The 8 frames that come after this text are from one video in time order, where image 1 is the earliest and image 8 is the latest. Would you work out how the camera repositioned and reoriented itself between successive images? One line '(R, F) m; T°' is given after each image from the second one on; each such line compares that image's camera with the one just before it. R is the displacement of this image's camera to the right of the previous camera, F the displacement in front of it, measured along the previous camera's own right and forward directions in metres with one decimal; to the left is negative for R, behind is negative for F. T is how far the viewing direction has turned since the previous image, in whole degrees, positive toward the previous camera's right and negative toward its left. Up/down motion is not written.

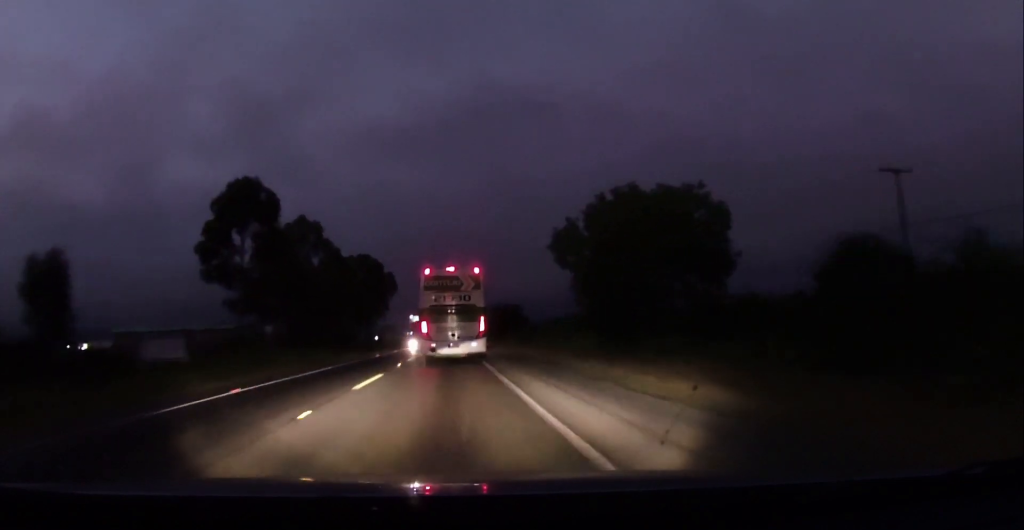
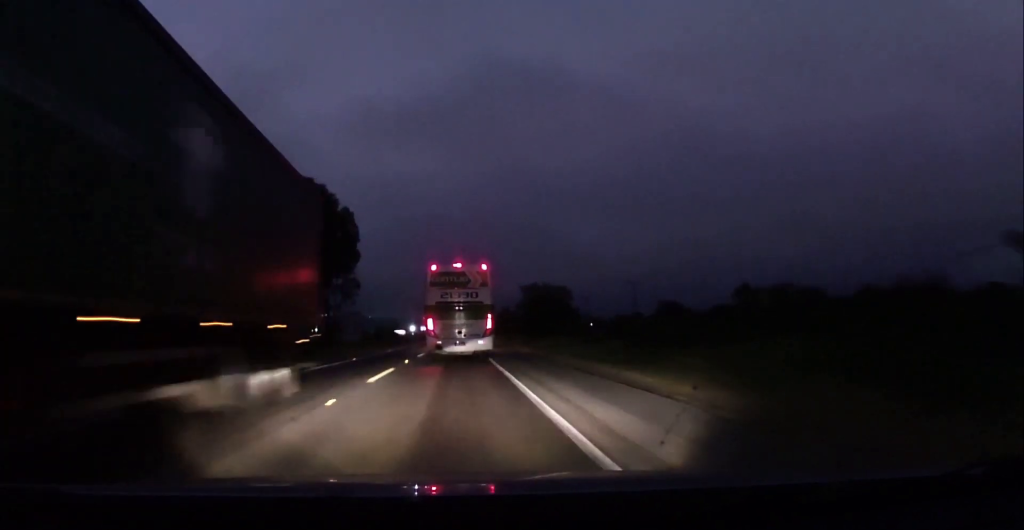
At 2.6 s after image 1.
(-0.6, +49.3) m; -1°
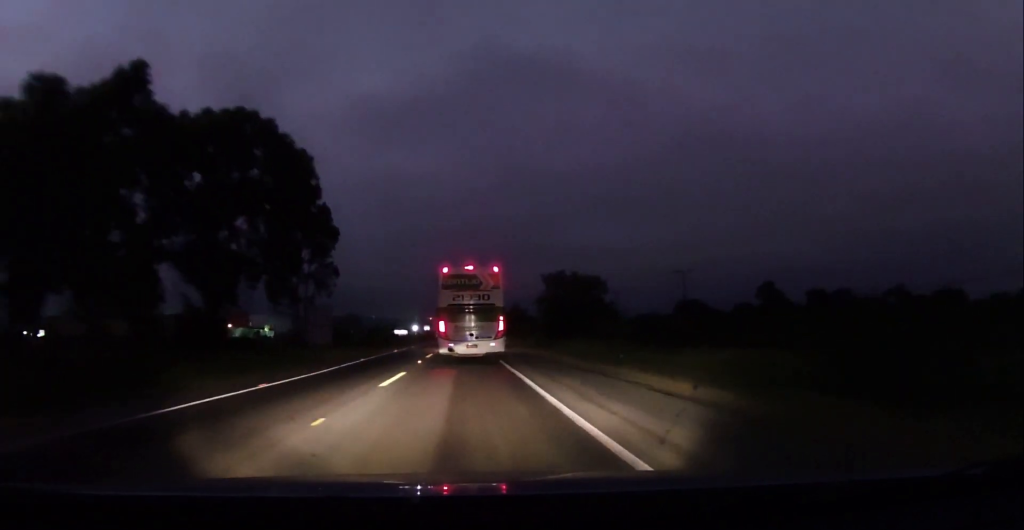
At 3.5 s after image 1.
(+0.4, +17.5) m; +1°
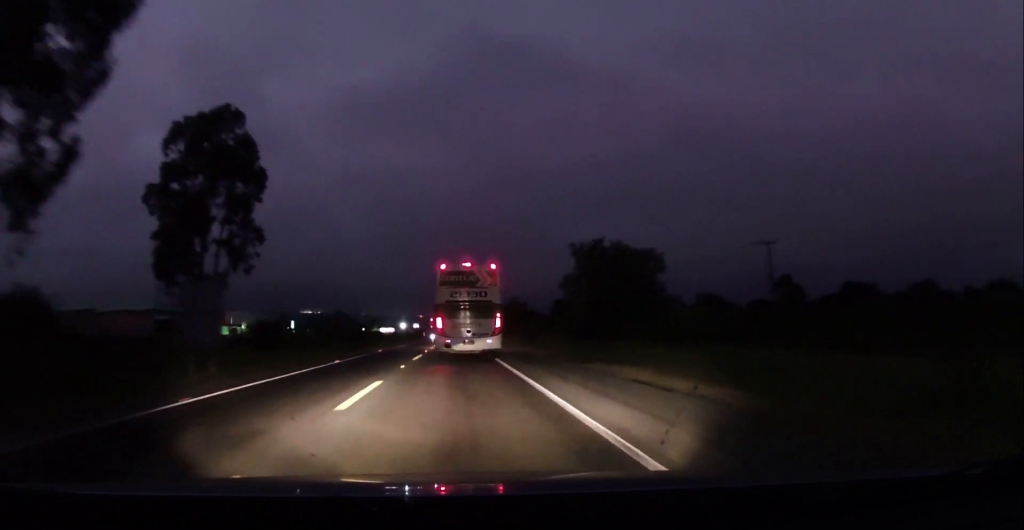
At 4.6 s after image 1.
(-0.1, +22.8) m; -1°
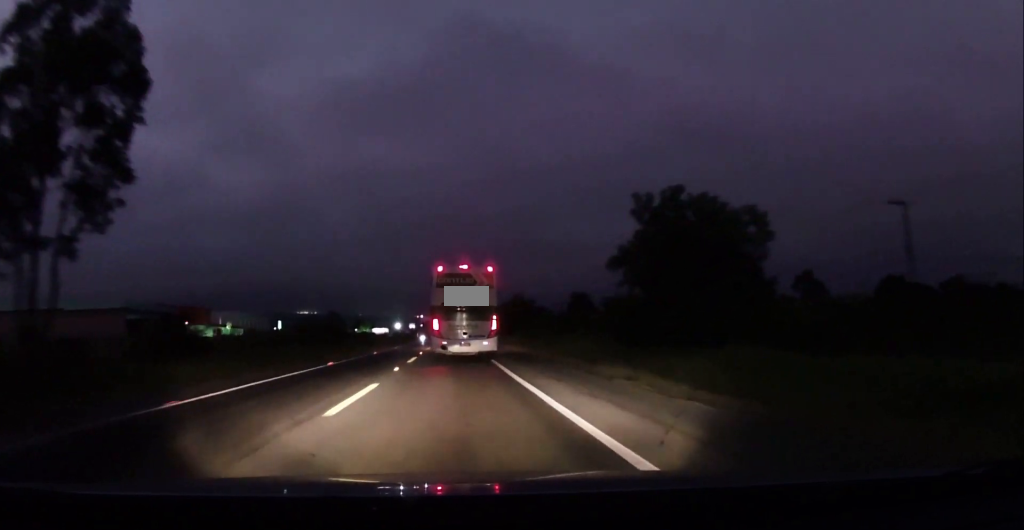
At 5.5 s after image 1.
(-0.4, +17.8) m; 0°
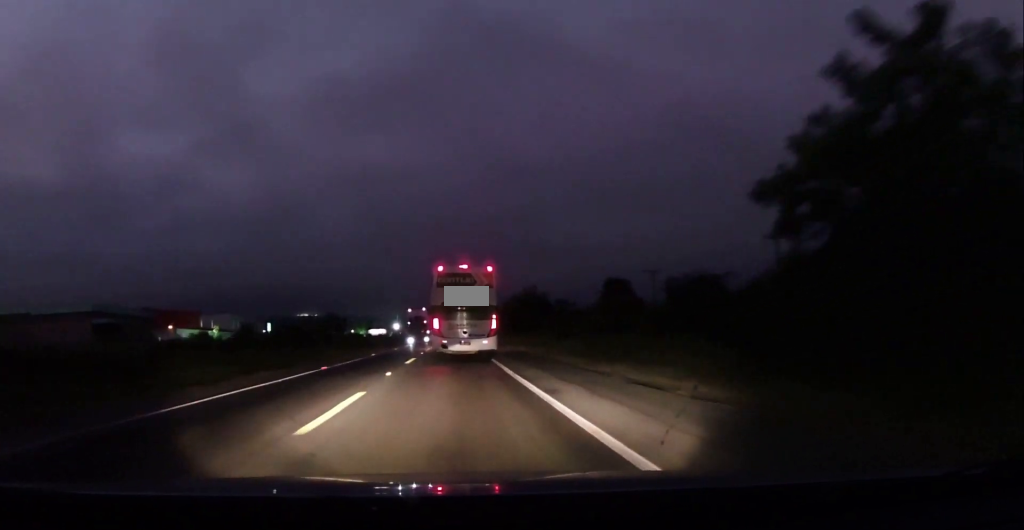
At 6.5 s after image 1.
(+0.4, +18.6) m; +1°
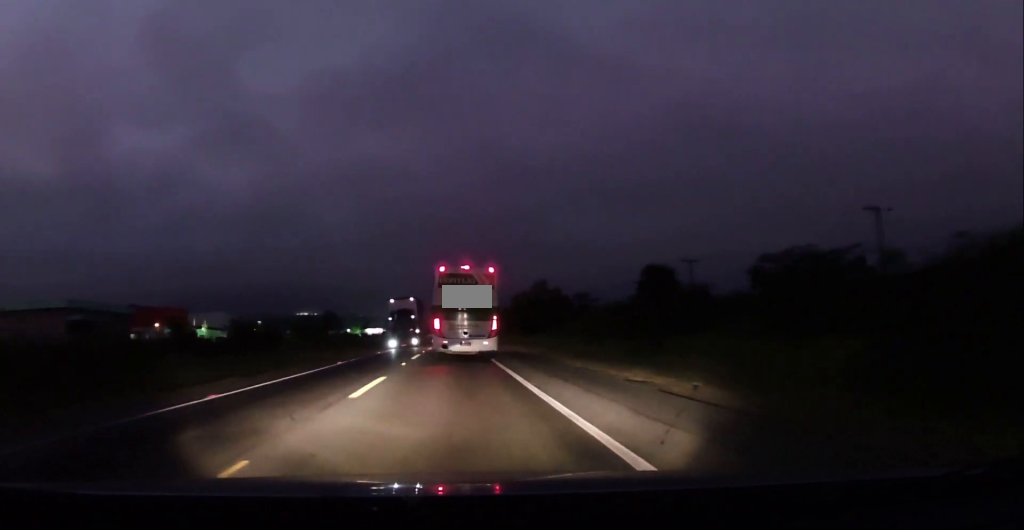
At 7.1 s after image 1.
(-0.1, +13.5) m; -1°
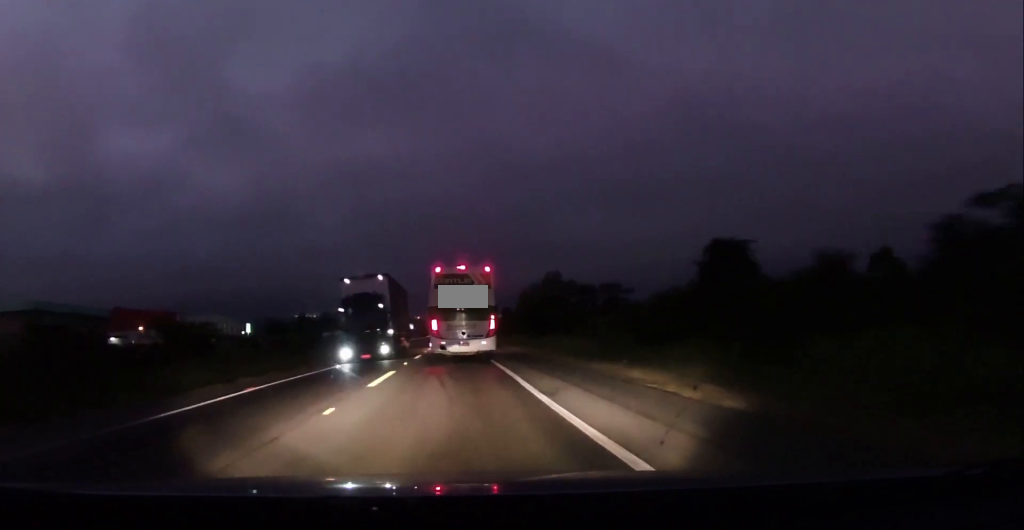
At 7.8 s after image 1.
(-0.1, +14.1) m; 0°
